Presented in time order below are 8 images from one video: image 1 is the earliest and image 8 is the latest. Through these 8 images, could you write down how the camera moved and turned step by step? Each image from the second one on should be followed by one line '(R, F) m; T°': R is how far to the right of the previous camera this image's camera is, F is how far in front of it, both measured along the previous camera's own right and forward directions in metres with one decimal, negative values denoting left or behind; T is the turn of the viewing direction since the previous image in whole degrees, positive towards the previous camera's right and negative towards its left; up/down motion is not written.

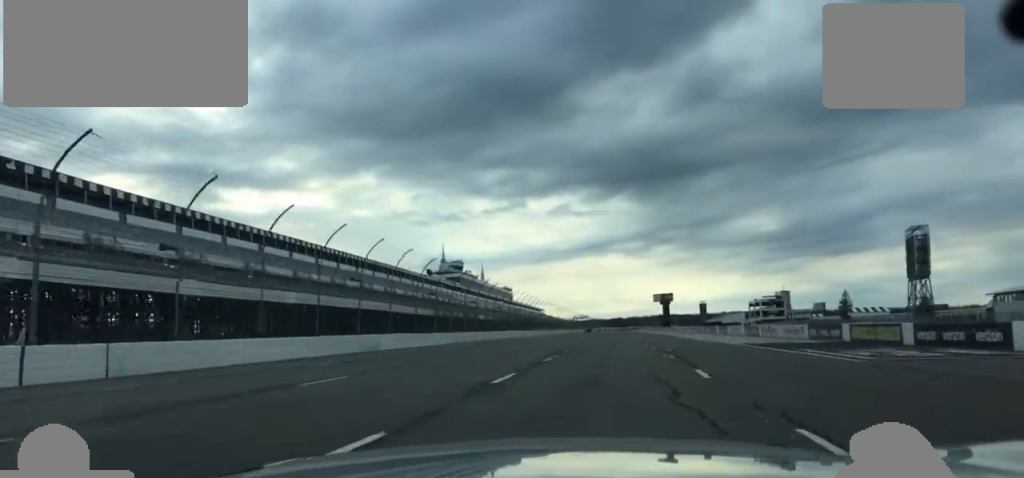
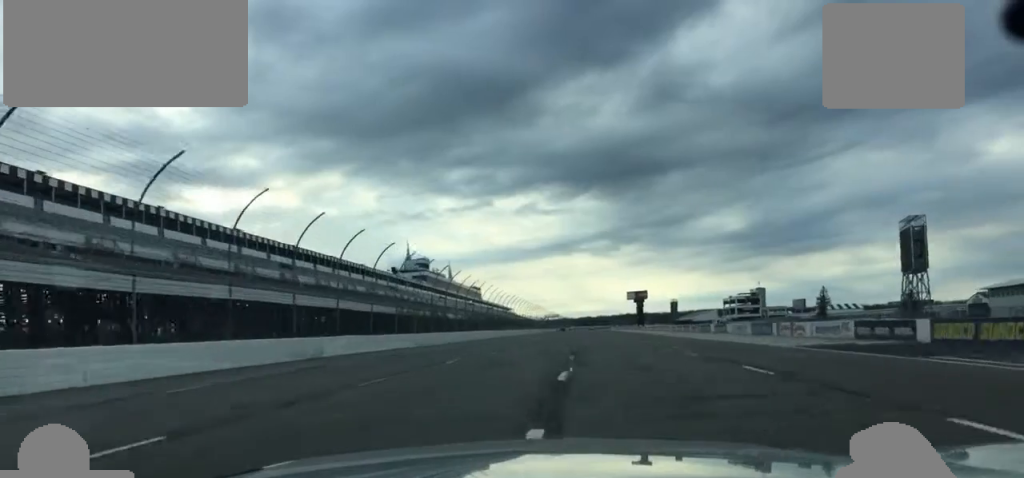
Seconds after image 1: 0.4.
(+0.6, +12.0) m; +2°
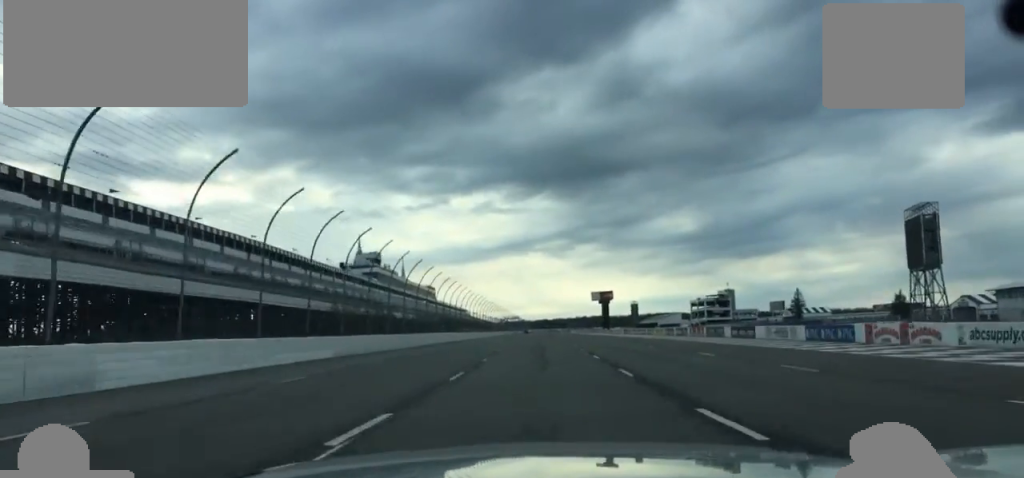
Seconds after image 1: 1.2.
(+0.7, +21.6) m; +3°
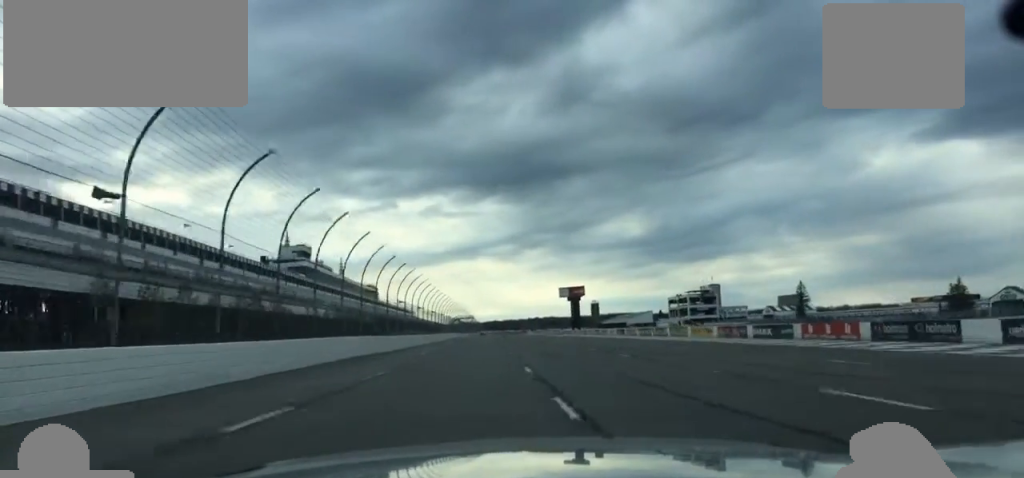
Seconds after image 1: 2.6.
(+1.3, +45.8) m; +3°
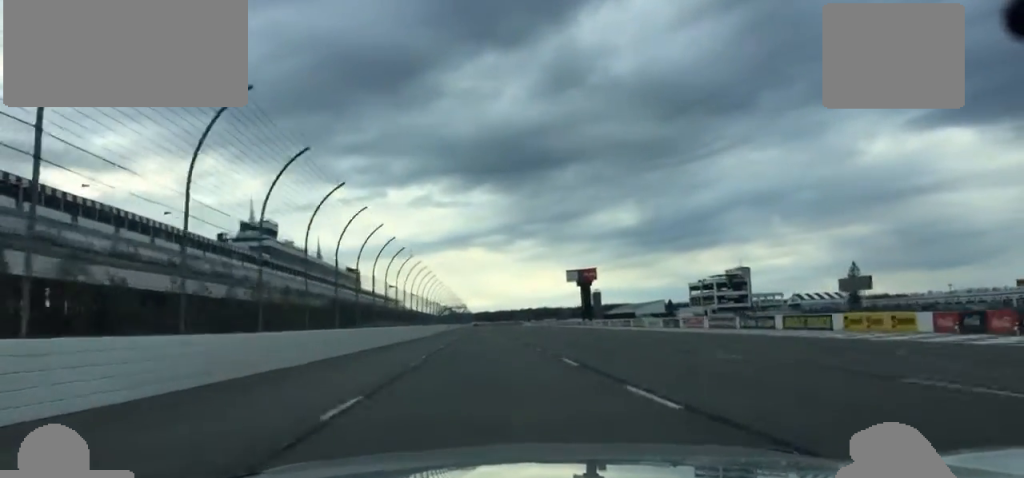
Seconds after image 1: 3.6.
(+0.8, +36.3) m; +2°
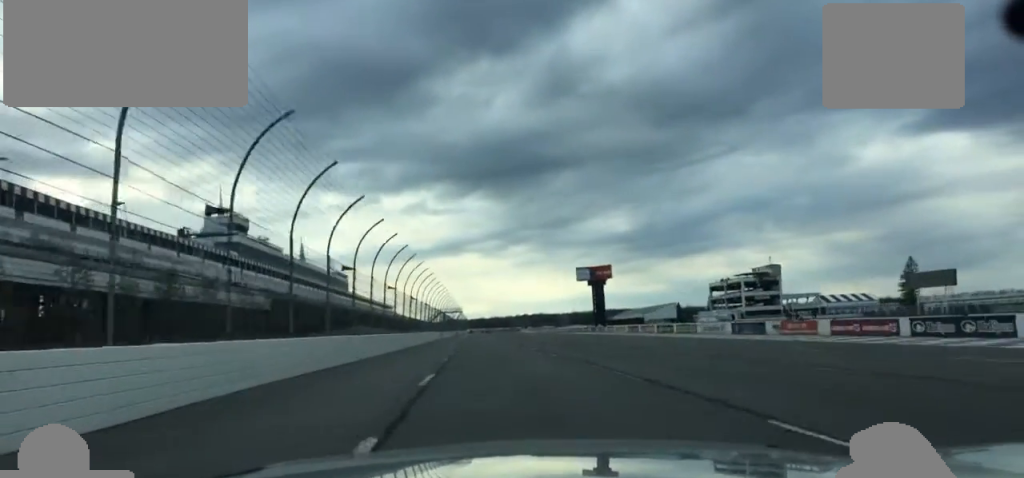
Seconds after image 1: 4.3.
(+0.2, +29.8) m; 0°
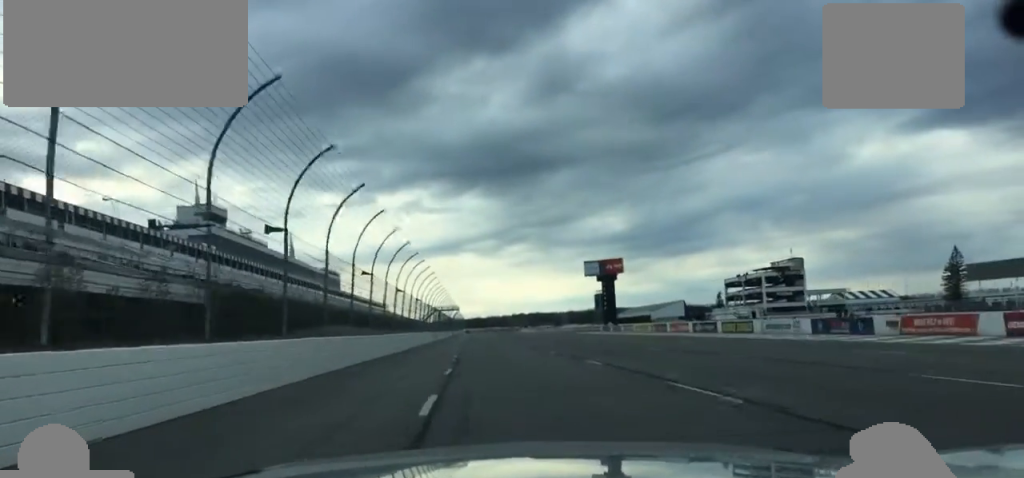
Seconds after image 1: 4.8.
(+0.1, +18.5) m; 0°
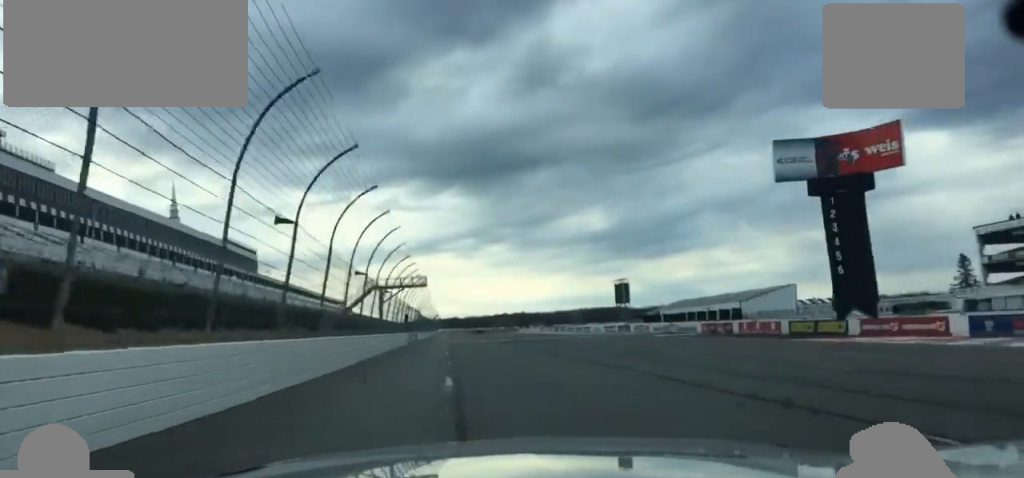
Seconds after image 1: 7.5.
(+0.2, +118.3) m; +1°
